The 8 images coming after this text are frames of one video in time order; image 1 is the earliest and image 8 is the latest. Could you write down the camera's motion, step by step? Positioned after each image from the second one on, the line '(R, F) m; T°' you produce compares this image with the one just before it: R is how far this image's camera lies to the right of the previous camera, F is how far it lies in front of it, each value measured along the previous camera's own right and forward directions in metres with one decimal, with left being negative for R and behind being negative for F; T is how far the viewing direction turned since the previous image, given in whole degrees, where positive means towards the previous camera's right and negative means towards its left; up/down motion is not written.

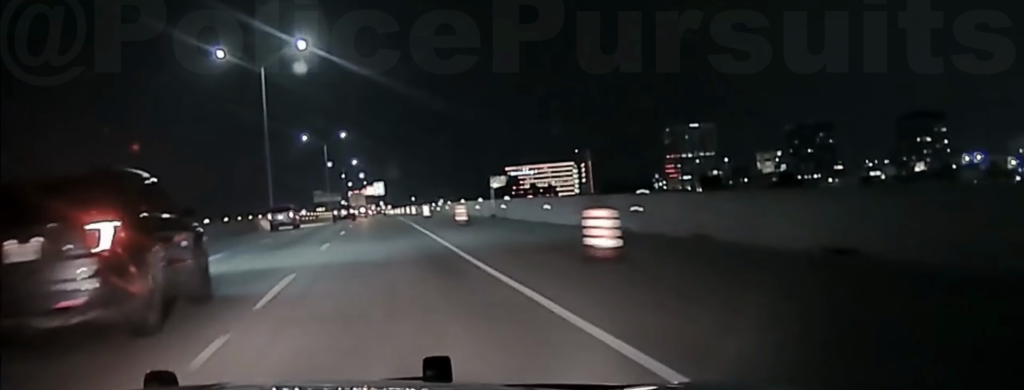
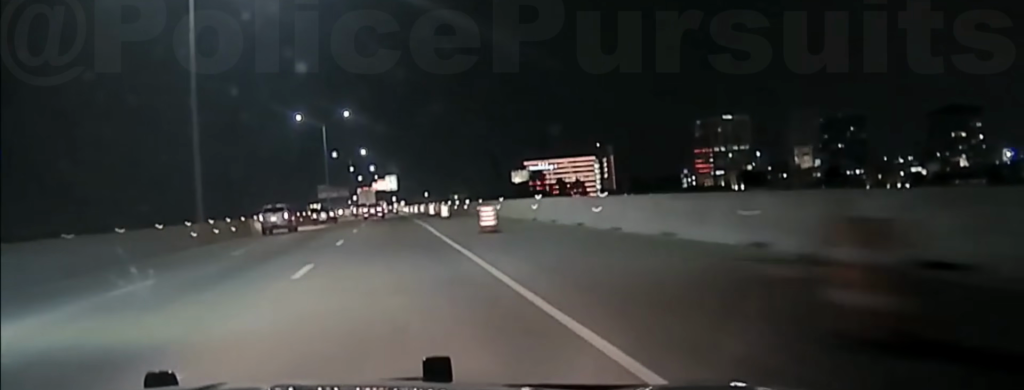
(-0.5, +38.2) m; -1°
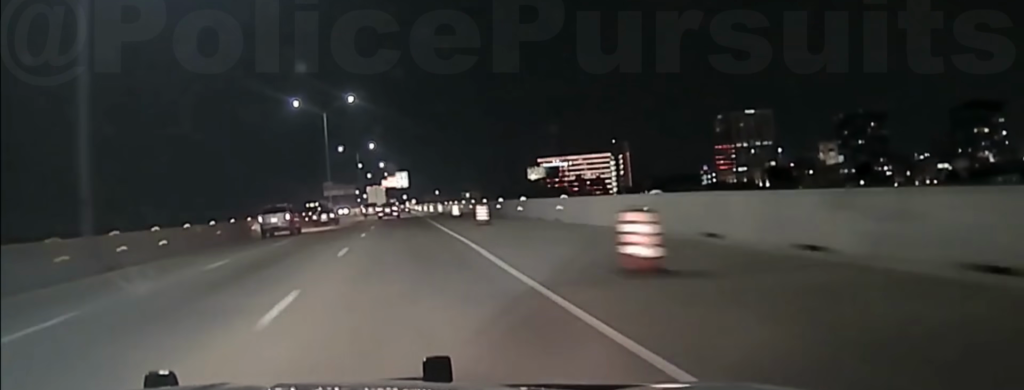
(-0.1, +19.0) m; 0°
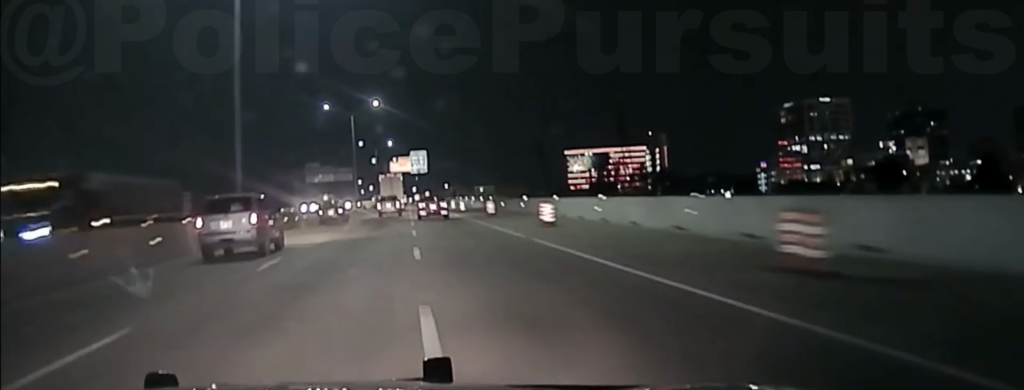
(-0.5, +72.1) m; 0°
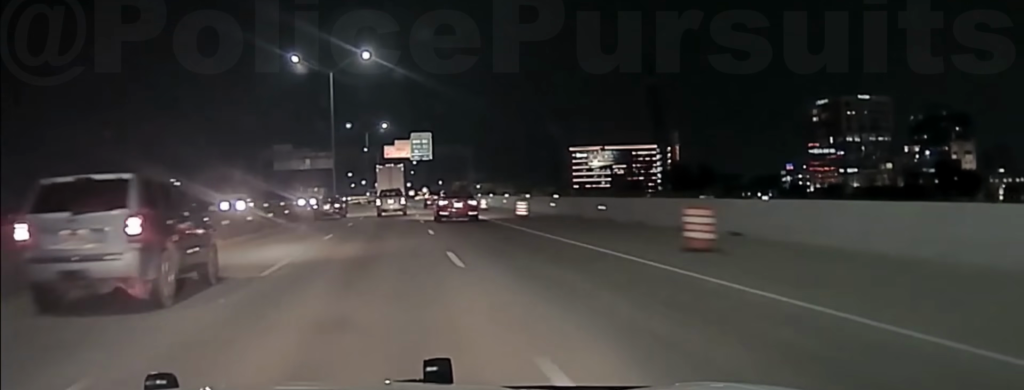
(0.0, +33.7) m; 0°
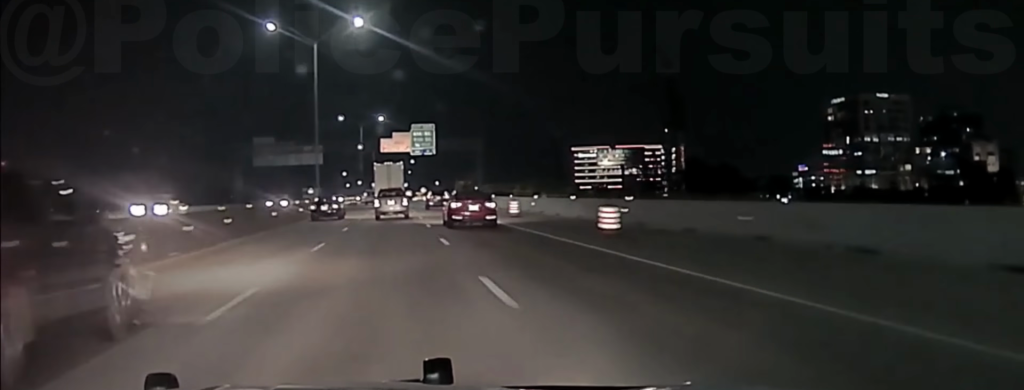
(0.0, +15.3) m; 0°
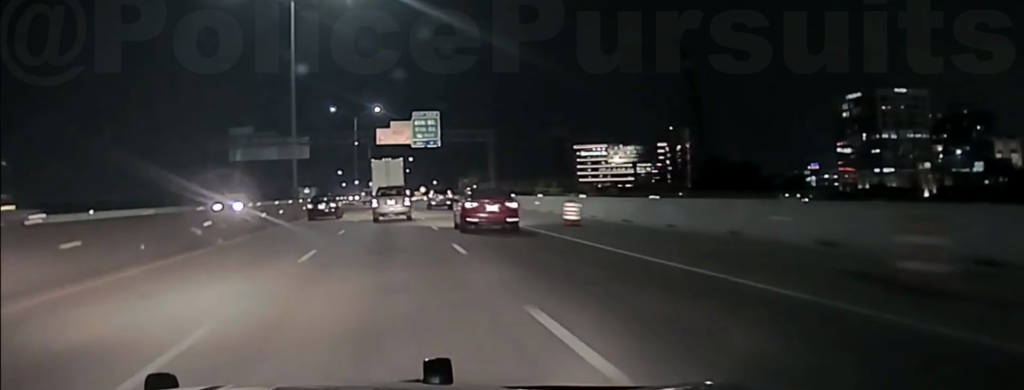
(0.0, +15.0) m; 0°
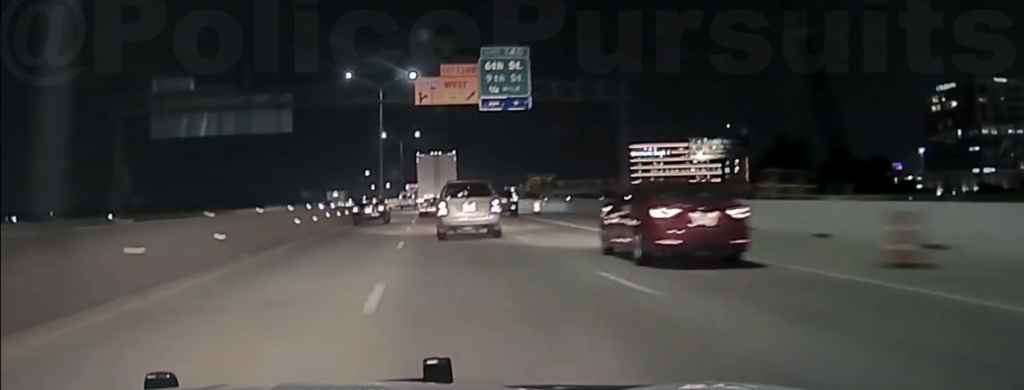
(0.0, +42.9) m; -1°
